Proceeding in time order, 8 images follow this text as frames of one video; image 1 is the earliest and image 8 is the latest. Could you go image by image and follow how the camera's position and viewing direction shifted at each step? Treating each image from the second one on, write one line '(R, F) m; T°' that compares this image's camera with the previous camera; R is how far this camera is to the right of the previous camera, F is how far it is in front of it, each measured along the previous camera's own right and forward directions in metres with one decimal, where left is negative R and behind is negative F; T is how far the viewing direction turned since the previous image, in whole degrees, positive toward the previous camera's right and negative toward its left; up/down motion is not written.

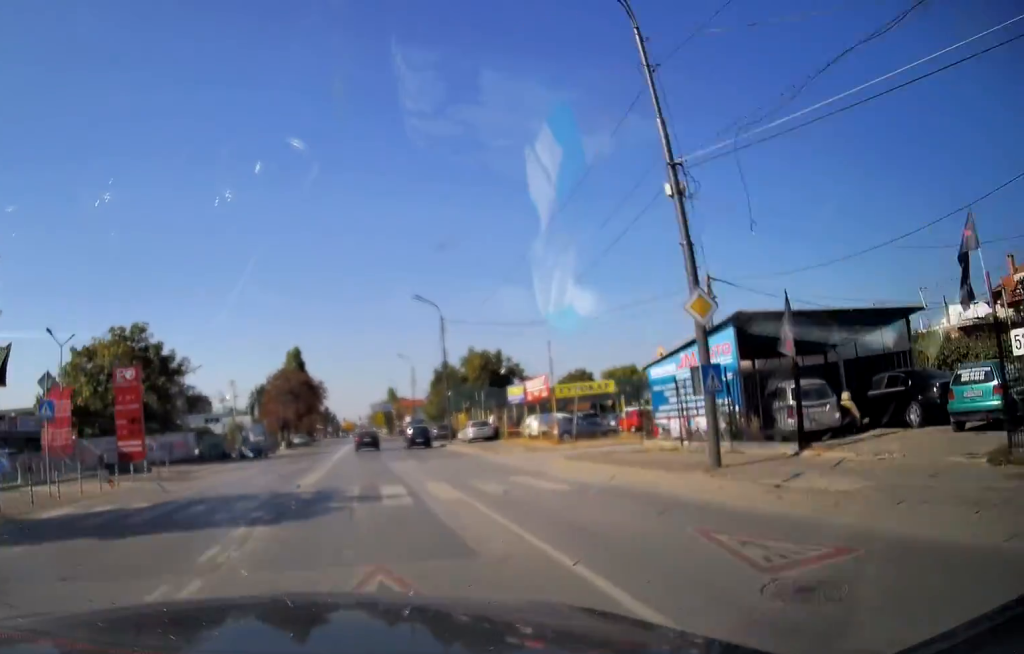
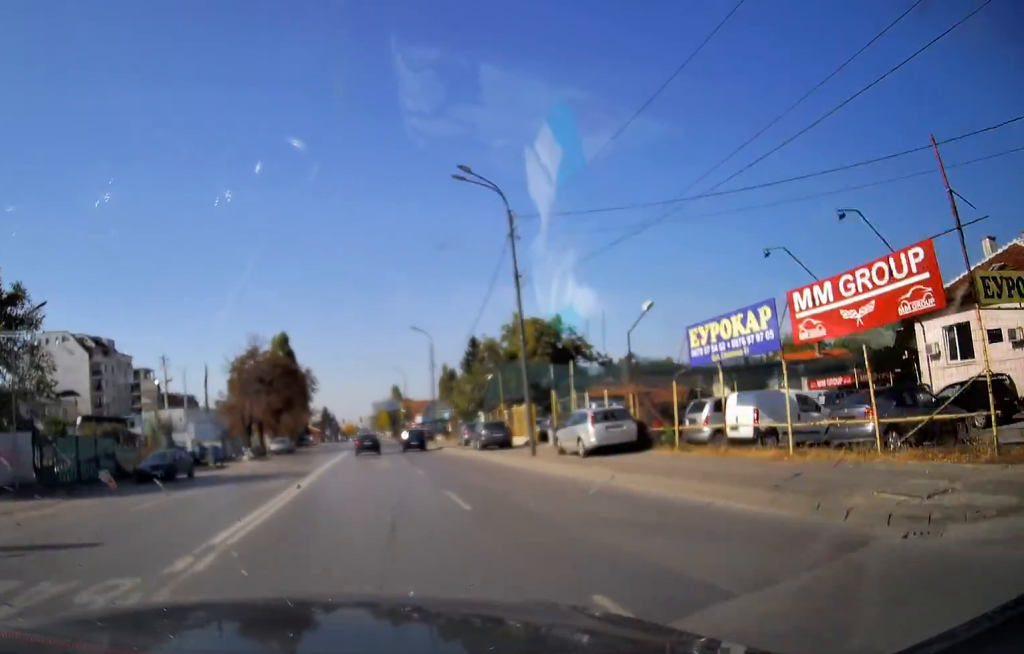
(+0.2, +24.2) m; 0°
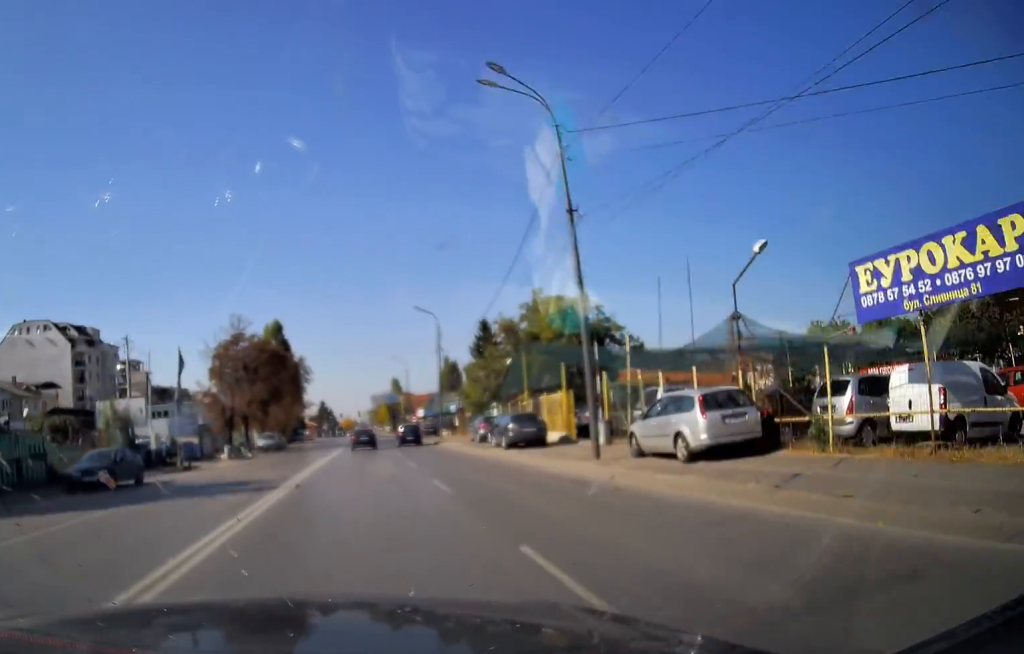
(-0.1, +7.2) m; 0°
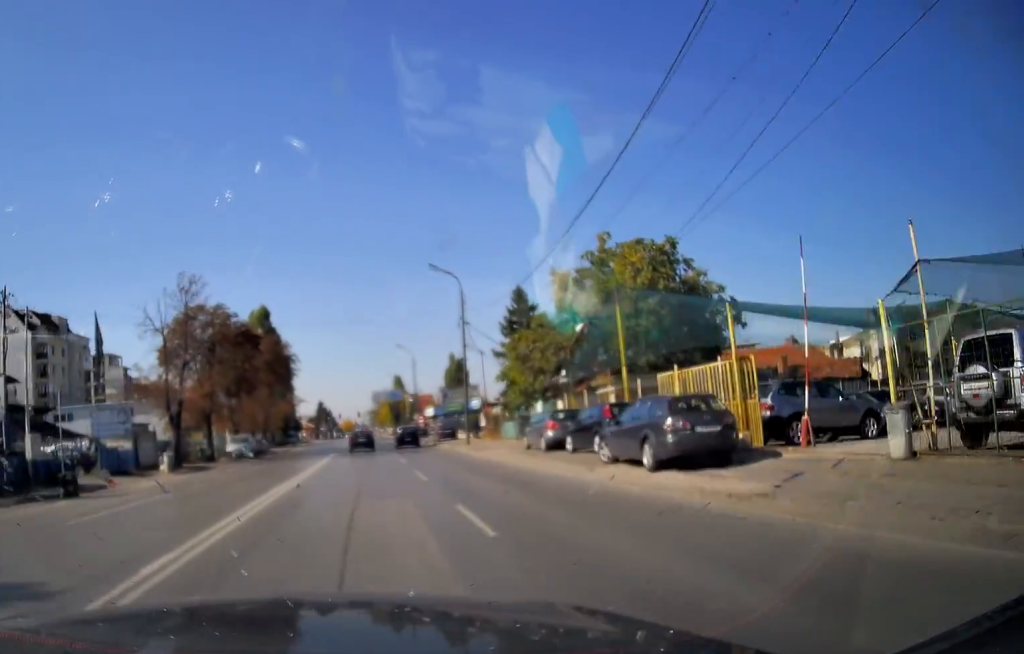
(-0.1, +14.3) m; 0°
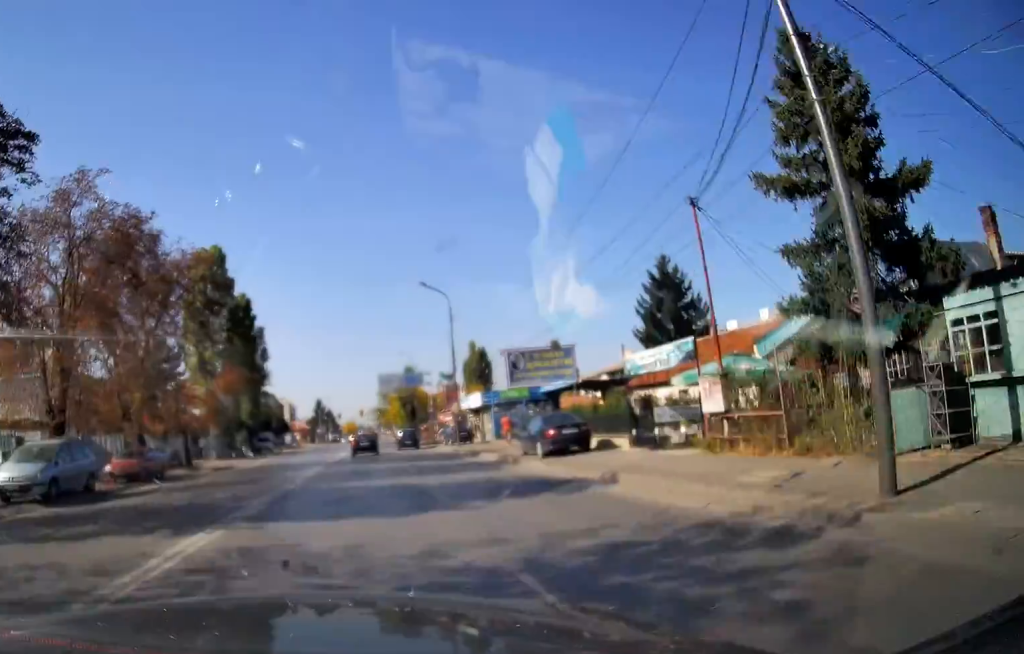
(+0.3, +31.9) m; 0°
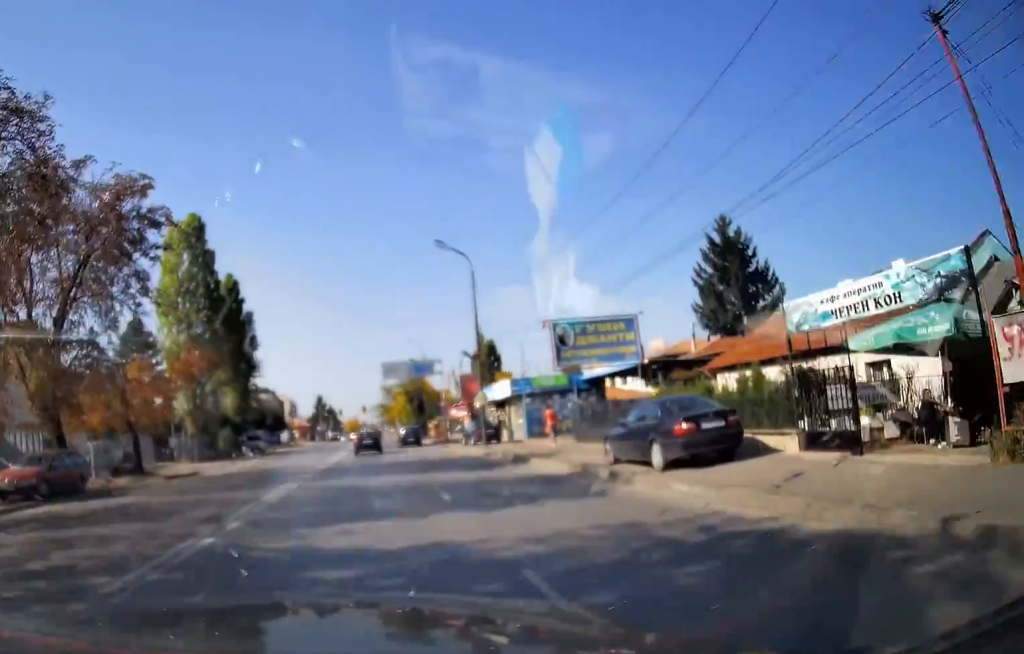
(+0.1, +8.9) m; 0°
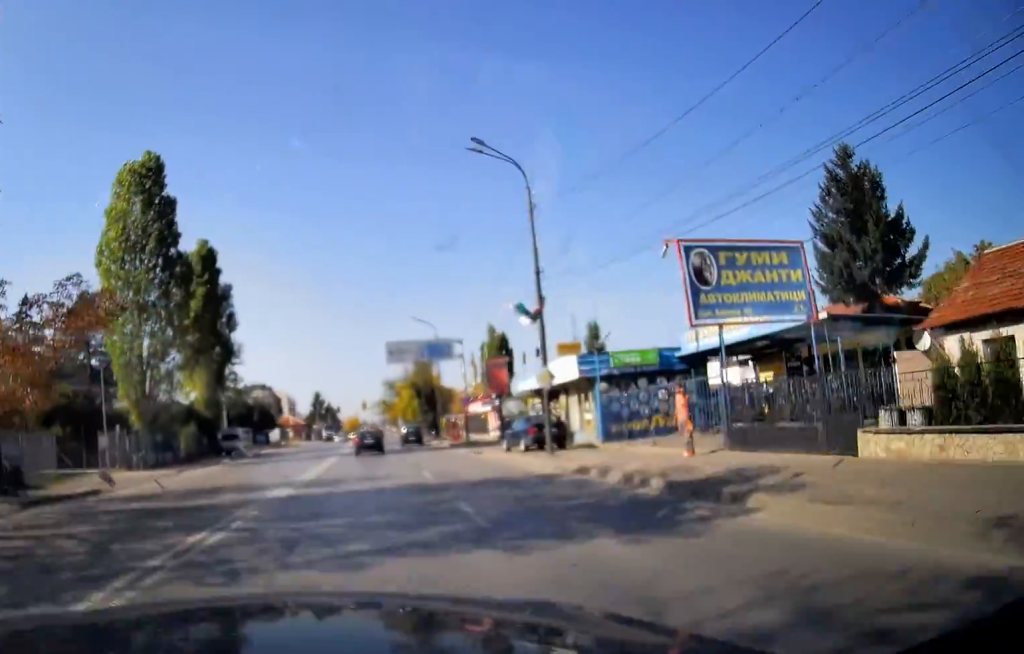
(-0.2, +12.2) m; -1°
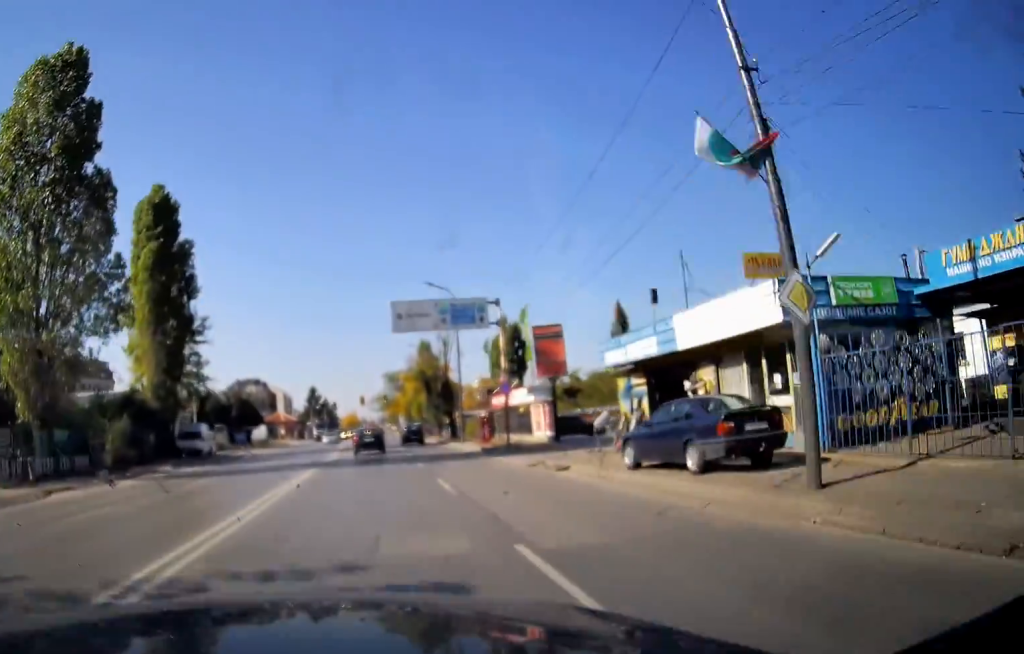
(-0.1, +13.4) m; 0°
